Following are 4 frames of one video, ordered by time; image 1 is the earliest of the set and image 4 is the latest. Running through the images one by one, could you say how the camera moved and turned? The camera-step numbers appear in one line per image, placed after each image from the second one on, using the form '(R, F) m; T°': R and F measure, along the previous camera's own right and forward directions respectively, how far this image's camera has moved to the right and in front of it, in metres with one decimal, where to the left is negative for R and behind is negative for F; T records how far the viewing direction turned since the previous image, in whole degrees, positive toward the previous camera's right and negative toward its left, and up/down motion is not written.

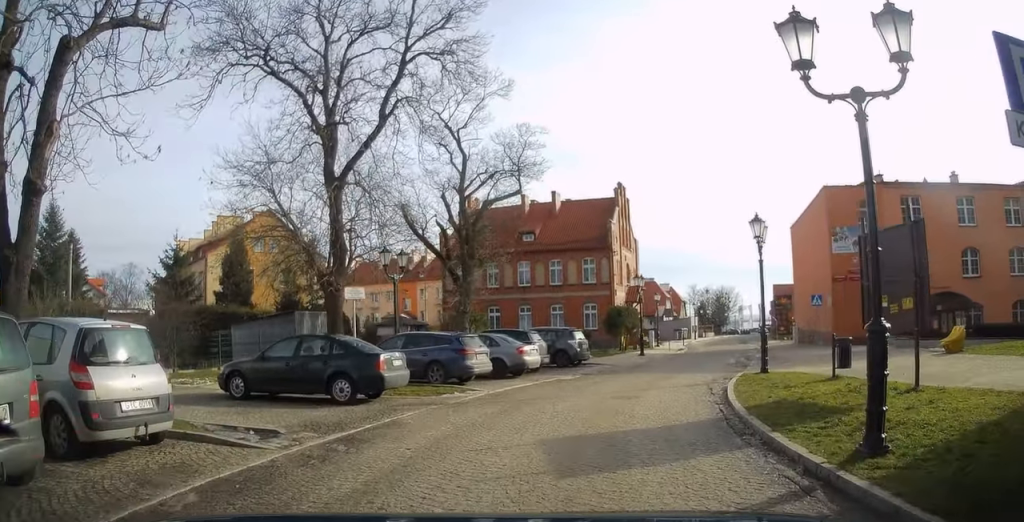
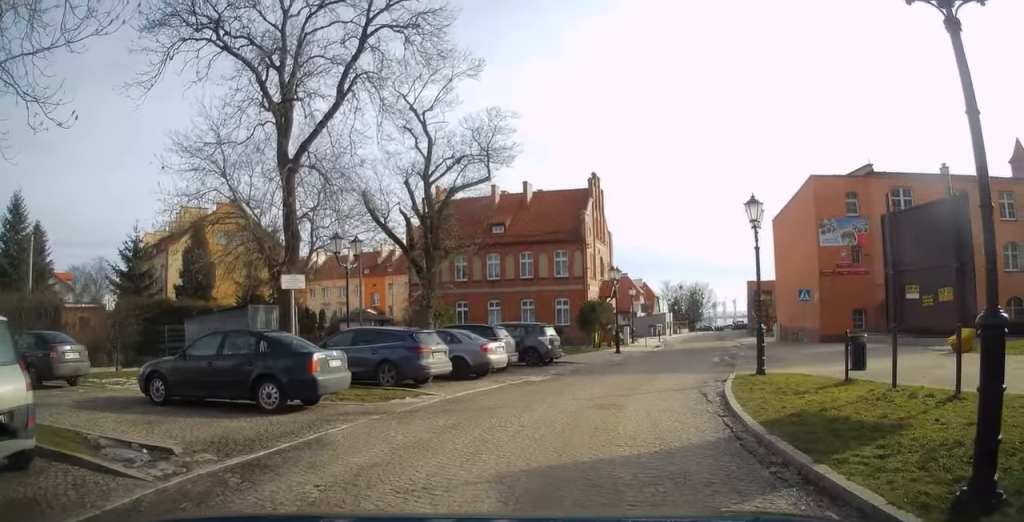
(0.0, +2.0) m; +2°
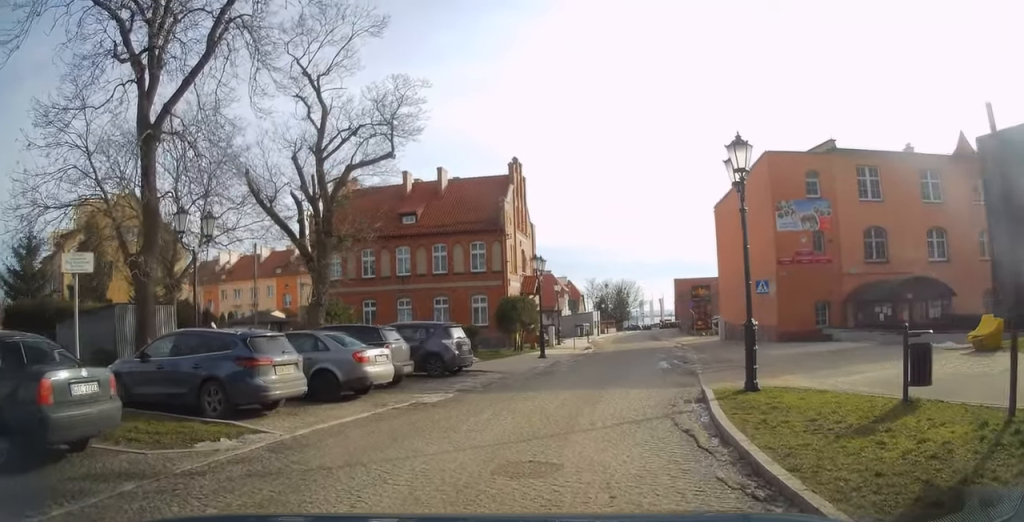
(+0.3, +4.4) m; +8°
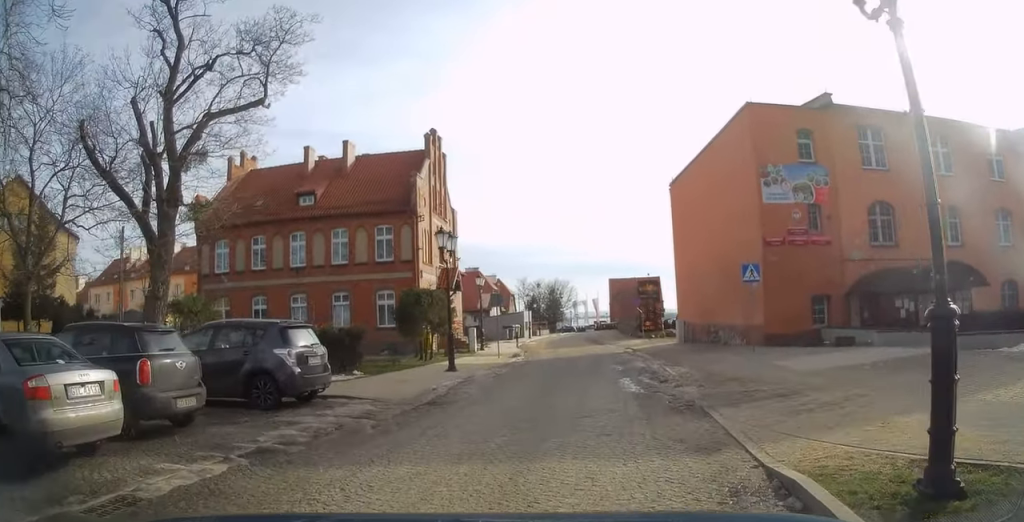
(+0.3, +6.3) m; +6°
